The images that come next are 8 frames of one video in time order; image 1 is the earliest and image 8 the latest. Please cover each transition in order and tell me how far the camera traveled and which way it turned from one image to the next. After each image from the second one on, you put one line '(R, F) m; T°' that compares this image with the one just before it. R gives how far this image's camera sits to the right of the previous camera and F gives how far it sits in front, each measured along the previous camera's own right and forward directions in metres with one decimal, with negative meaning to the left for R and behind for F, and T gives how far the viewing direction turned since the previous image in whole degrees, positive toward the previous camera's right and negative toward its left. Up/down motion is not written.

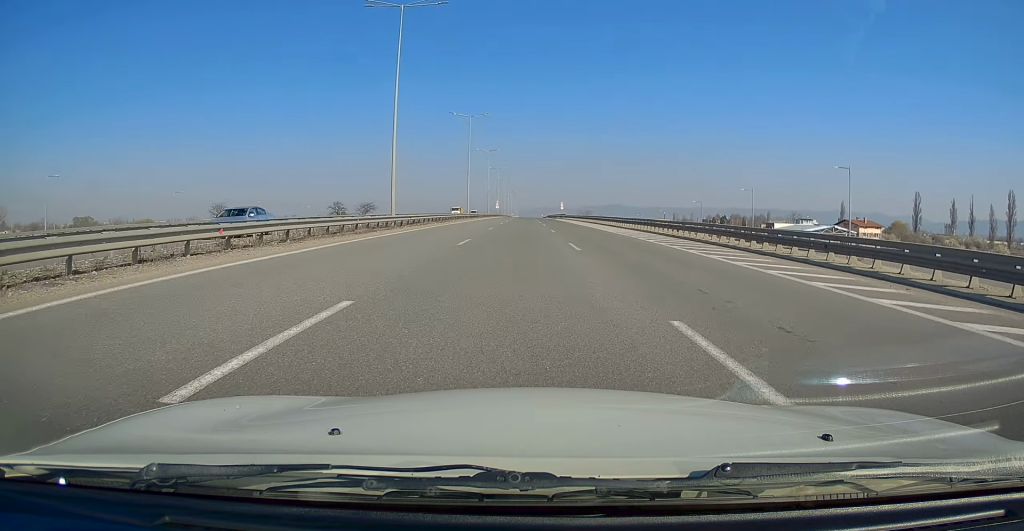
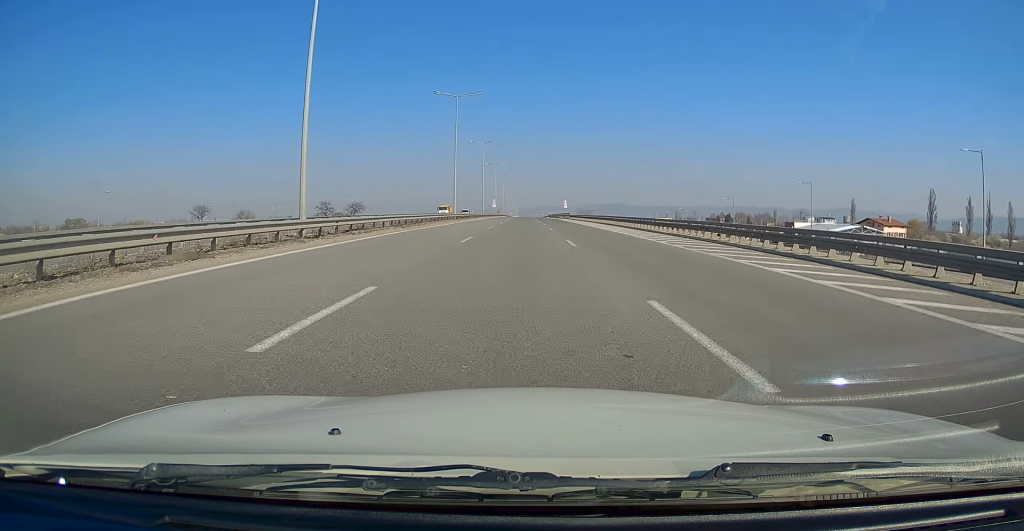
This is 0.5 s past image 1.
(-0.1, +14.8) m; 0°
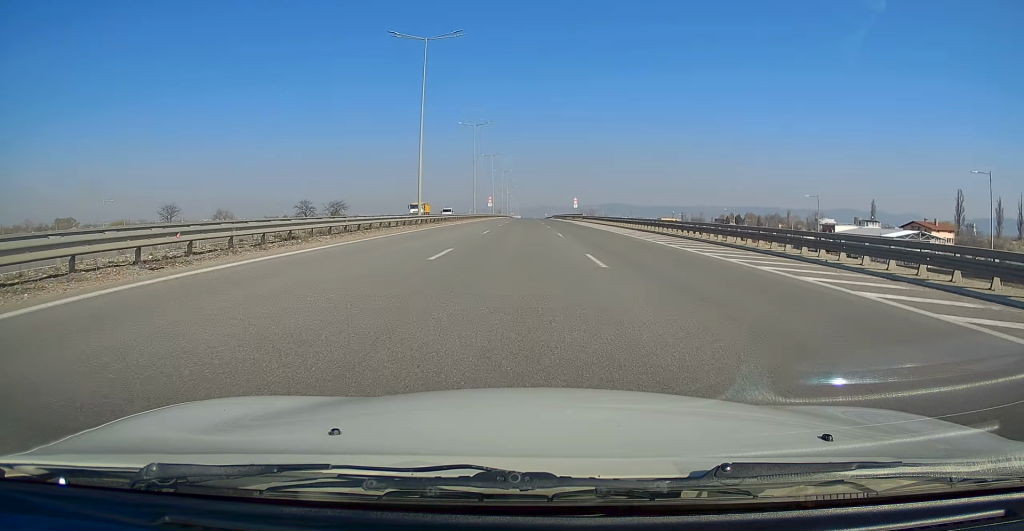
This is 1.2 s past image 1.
(+0.1, +23.2) m; 0°
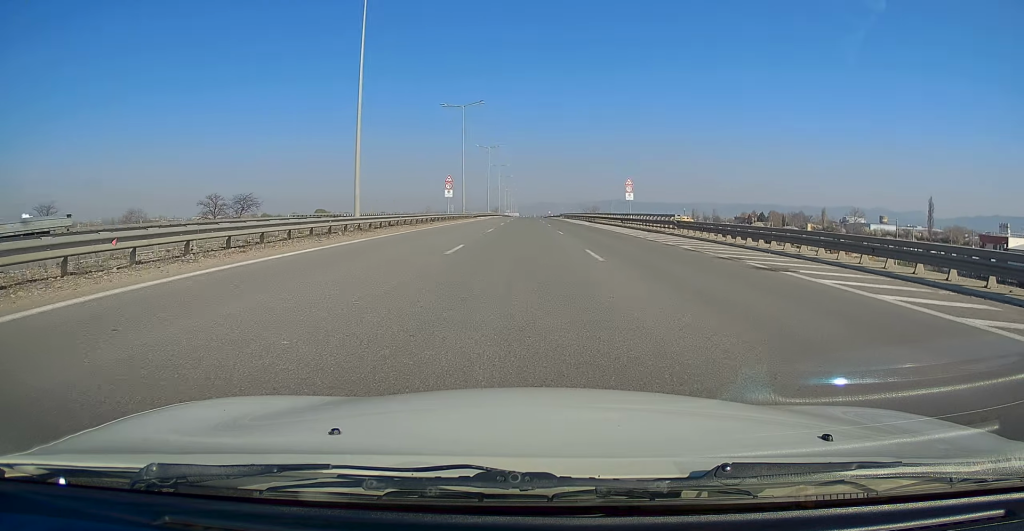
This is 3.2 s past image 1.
(-0.2, +62.1) m; 0°
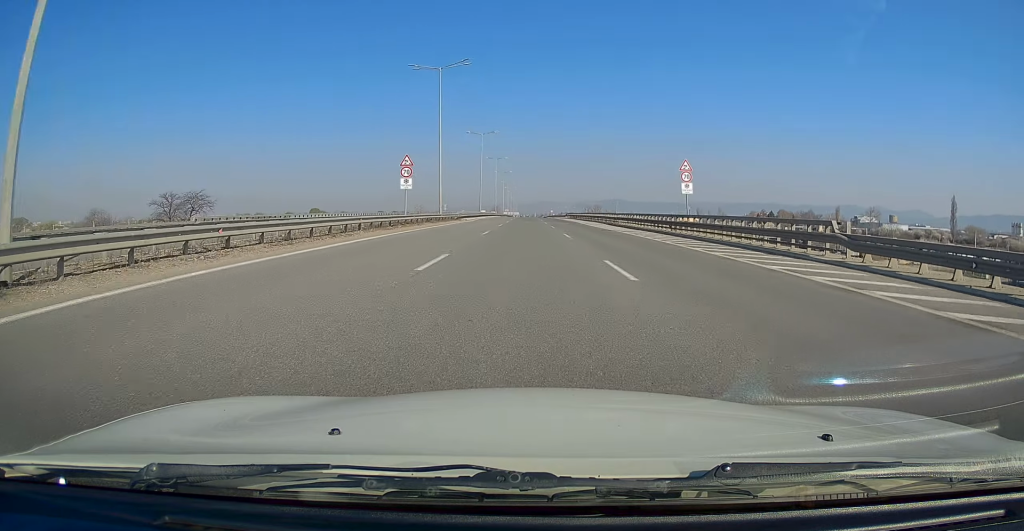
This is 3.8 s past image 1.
(0.0, +20.1) m; 0°
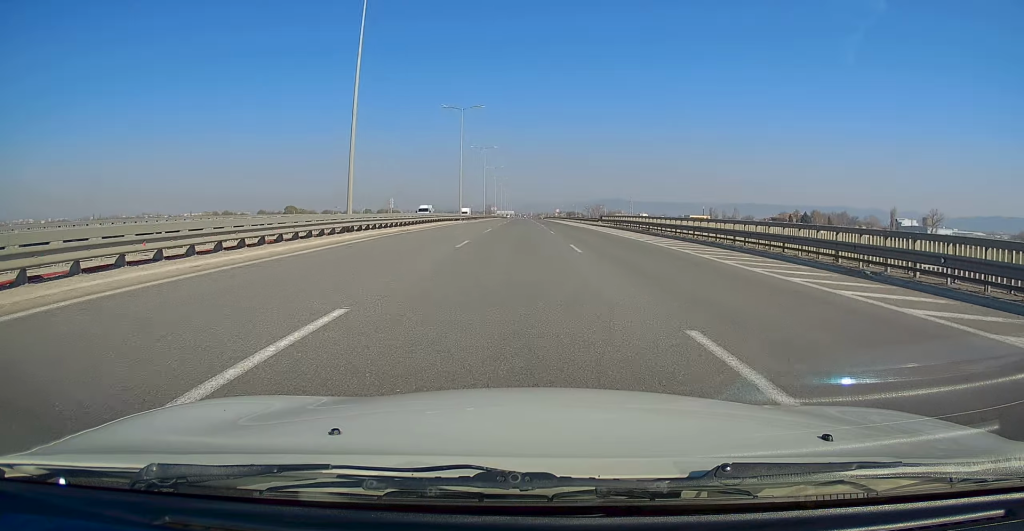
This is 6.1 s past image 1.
(+0.4, +72.1) m; 0°
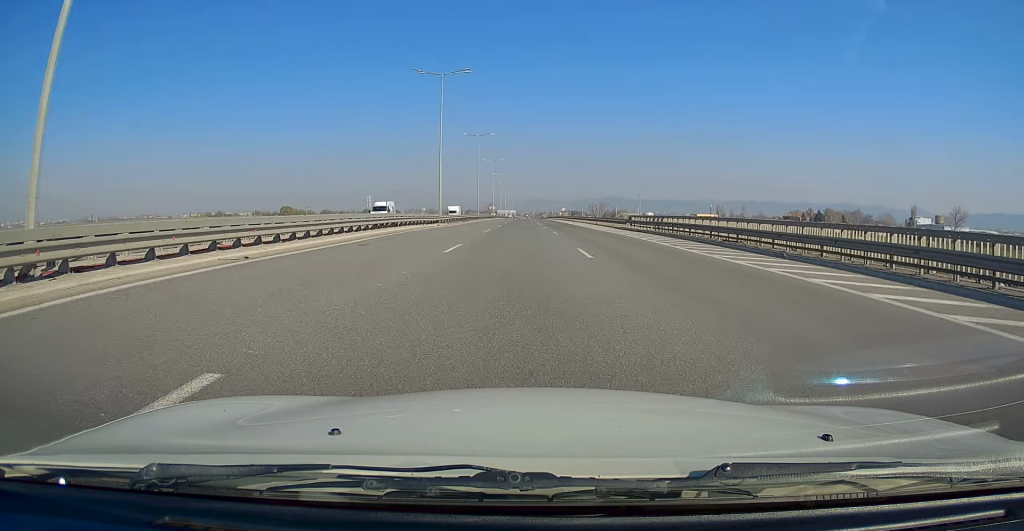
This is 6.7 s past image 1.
(-0.1, +19.0) m; 0°
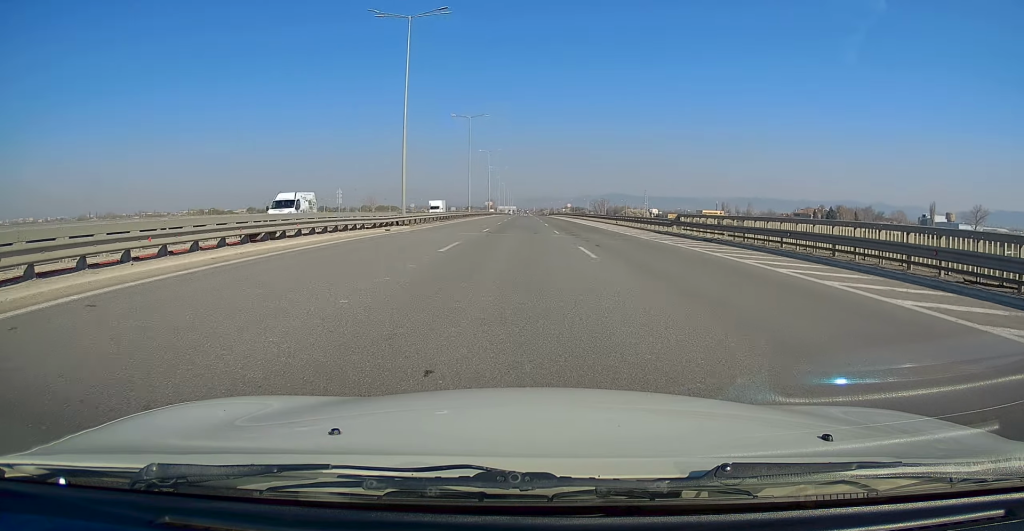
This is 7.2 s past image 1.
(+0.1, +16.8) m; 0°
